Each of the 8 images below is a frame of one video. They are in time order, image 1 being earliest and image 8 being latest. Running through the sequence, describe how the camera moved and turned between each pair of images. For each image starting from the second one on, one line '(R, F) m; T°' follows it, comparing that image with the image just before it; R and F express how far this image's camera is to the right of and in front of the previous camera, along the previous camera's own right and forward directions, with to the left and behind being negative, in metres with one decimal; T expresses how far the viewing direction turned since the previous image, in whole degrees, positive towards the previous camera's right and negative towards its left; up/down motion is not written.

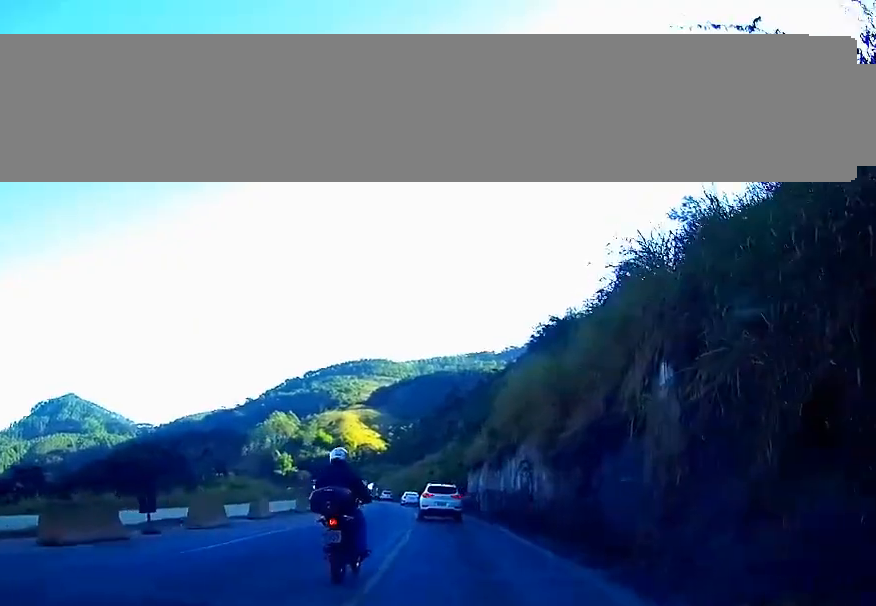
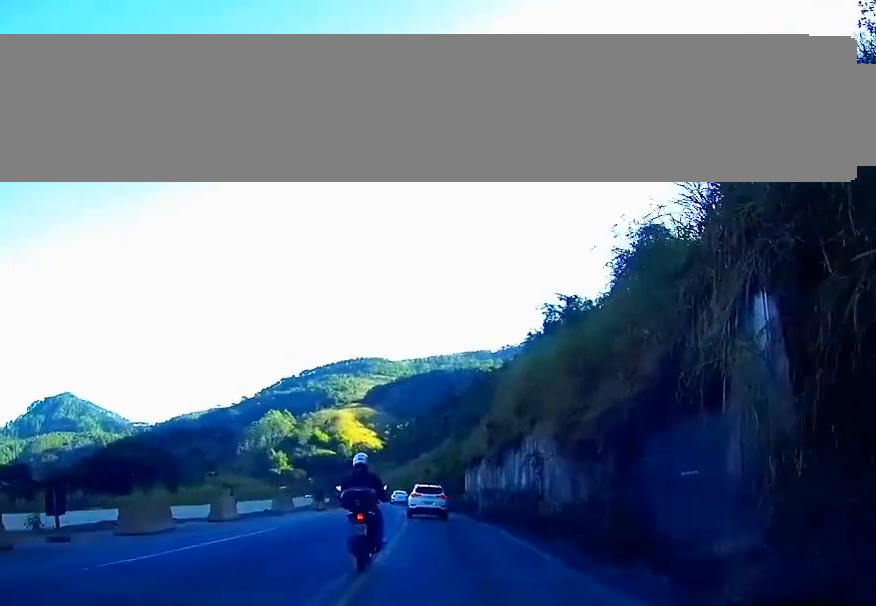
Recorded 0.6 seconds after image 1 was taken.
(0.0, +4.8) m; -1°
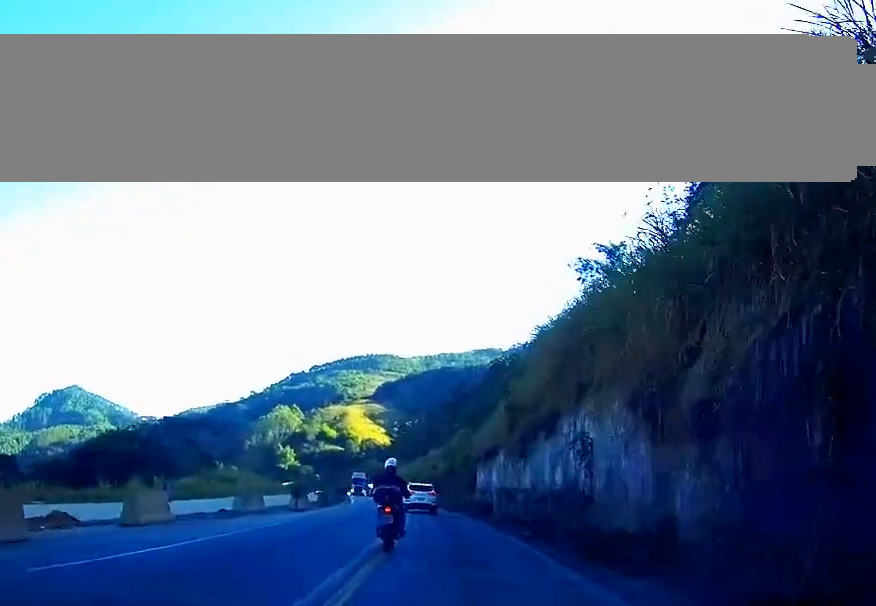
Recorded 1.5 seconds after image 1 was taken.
(-0.2, +8.5) m; -1°
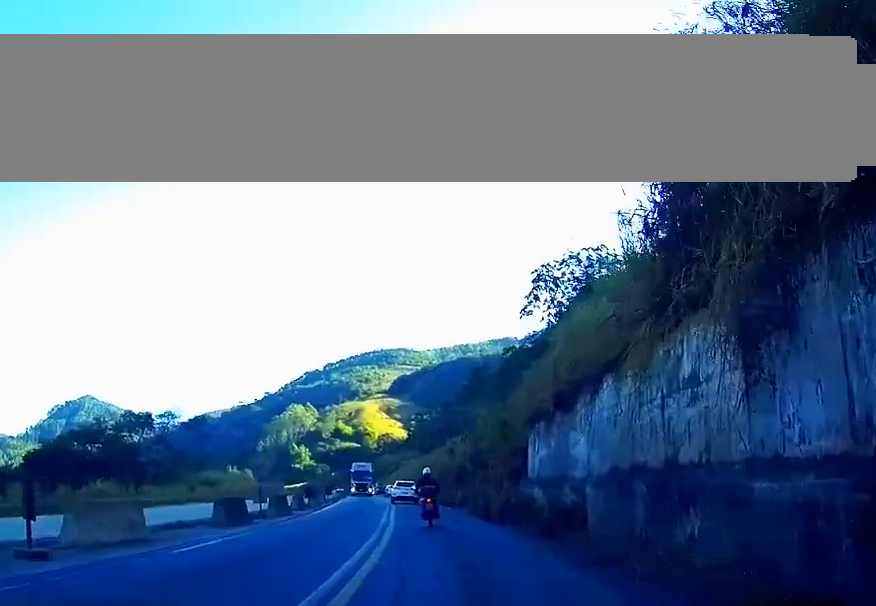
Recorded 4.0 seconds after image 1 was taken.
(-0.4, +24.9) m; -2°
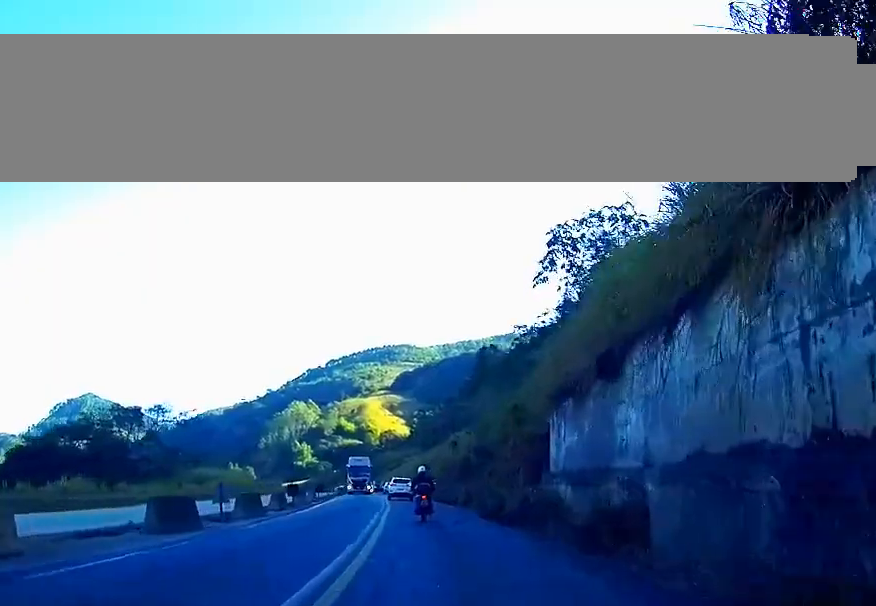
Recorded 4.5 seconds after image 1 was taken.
(0.0, +5.6) m; 0°
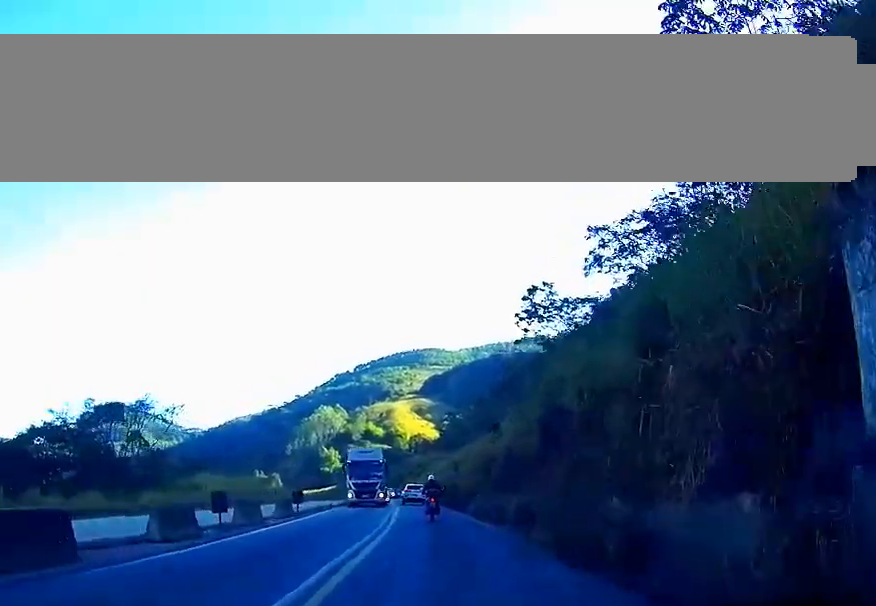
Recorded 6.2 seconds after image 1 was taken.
(-0.2, +17.3) m; -2°
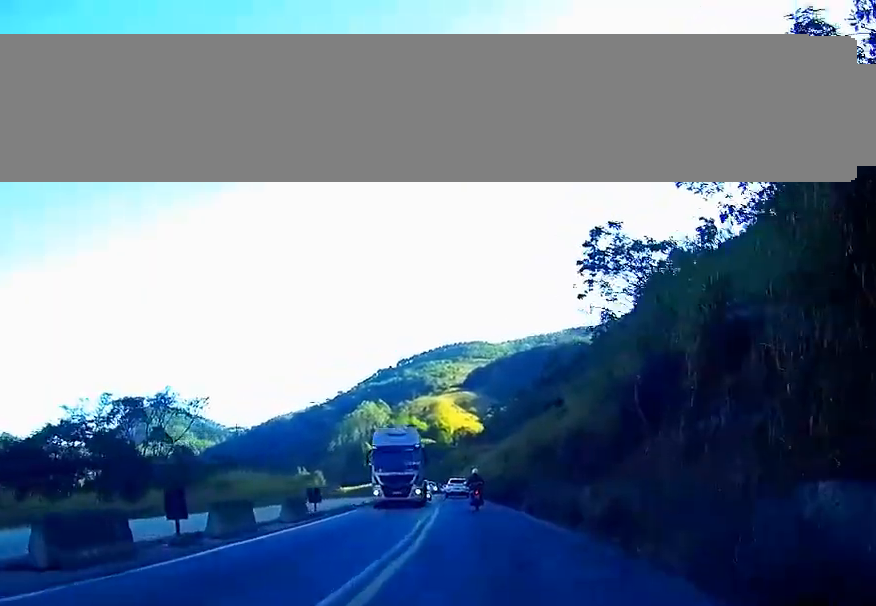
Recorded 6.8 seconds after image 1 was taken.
(-0.1, +7.2) m; -1°
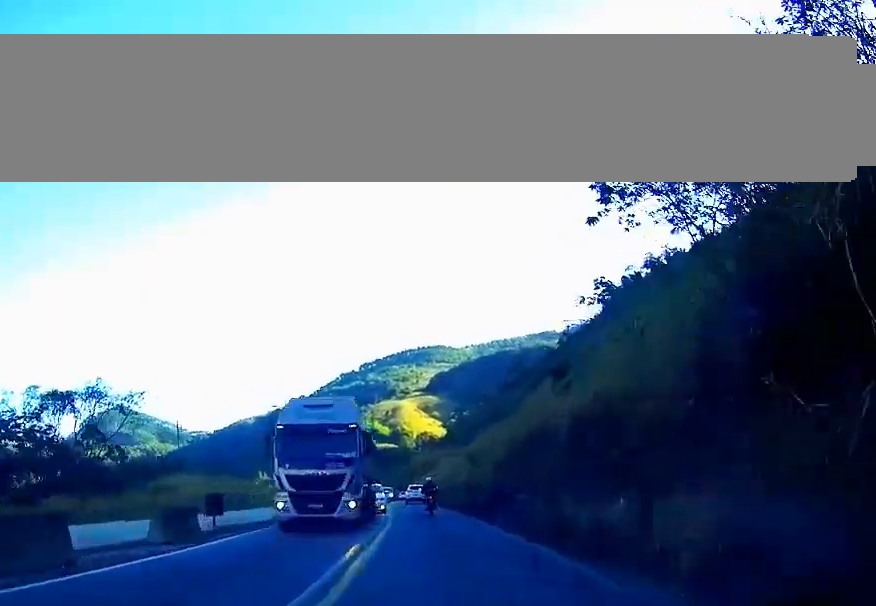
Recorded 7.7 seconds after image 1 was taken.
(-0.2, +9.1) m; 0°
